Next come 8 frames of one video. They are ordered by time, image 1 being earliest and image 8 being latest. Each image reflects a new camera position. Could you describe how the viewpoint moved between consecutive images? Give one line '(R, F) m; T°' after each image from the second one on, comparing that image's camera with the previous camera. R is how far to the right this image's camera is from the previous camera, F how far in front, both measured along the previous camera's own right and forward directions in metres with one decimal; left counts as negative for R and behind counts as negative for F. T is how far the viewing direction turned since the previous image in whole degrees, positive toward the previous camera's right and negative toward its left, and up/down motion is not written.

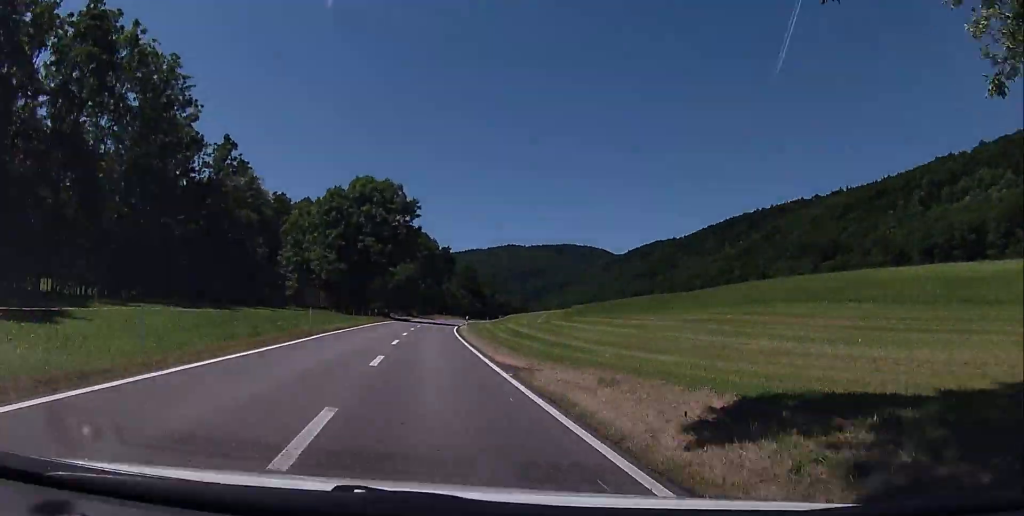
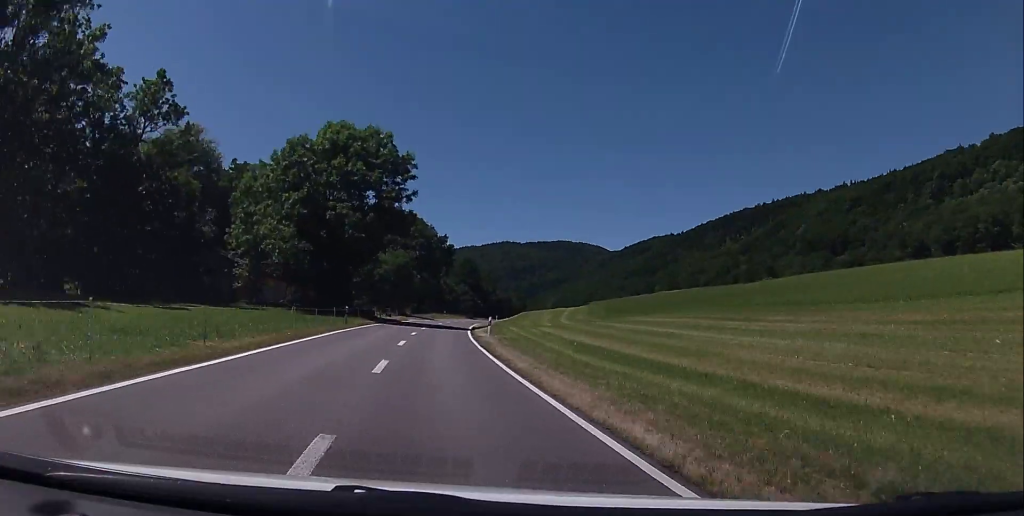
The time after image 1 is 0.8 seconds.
(0.0, +20.1) m; +1°
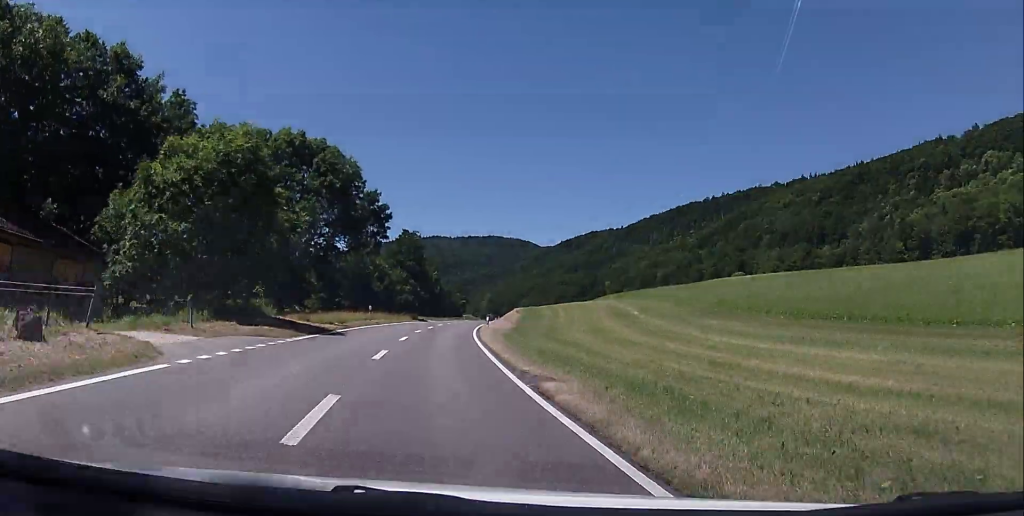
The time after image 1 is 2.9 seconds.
(+1.8, +53.4) m; +6°
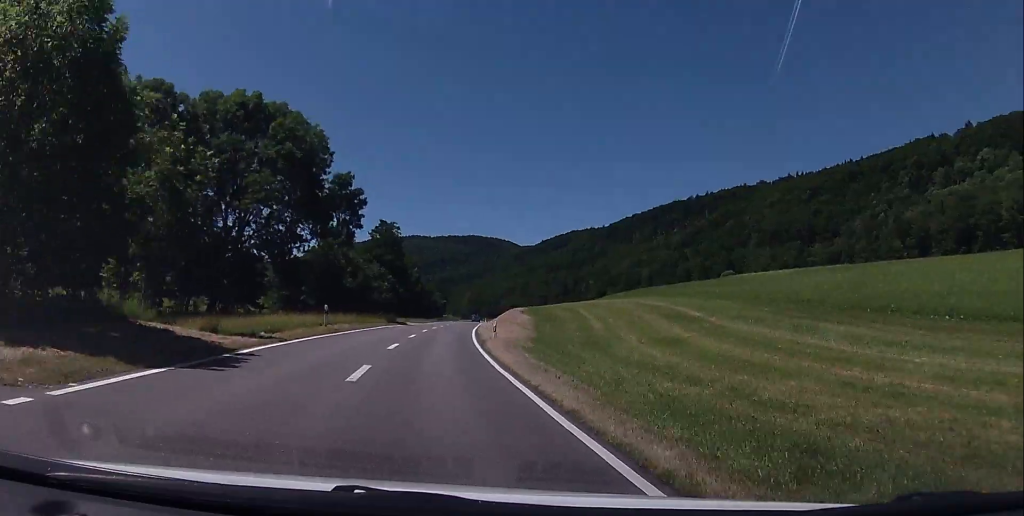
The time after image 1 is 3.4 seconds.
(+0.5, +13.1) m; +2°
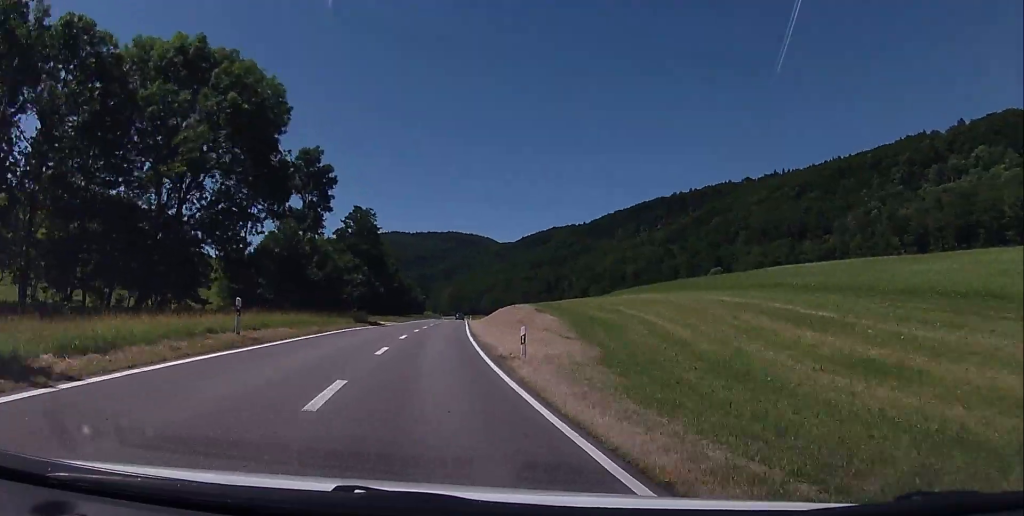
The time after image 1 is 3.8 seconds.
(+0.2, +12.2) m; +2°
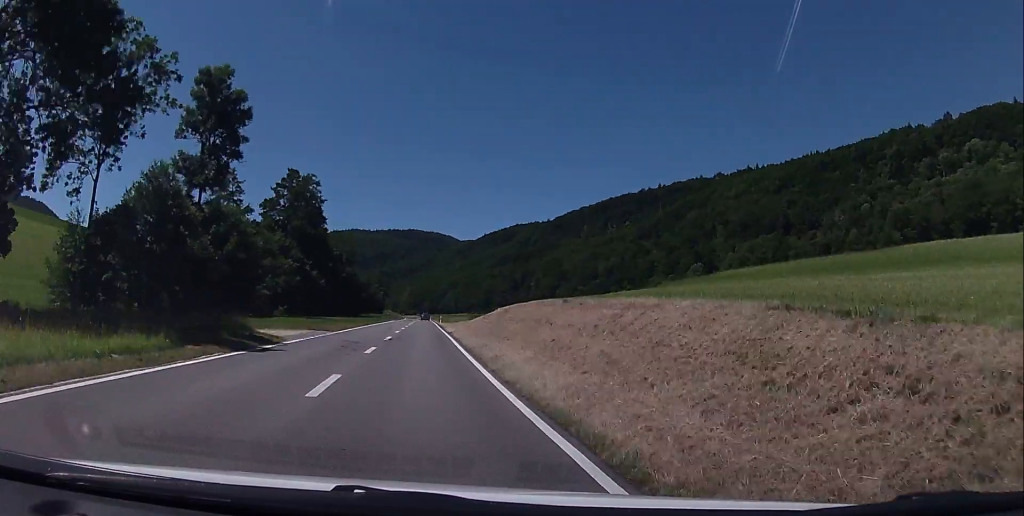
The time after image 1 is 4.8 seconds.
(+0.6, +26.2) m; +3°
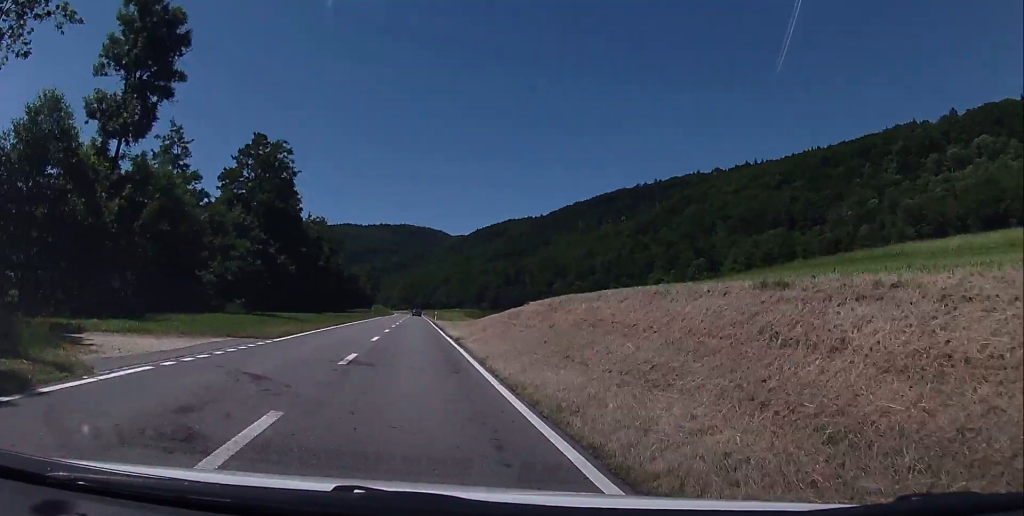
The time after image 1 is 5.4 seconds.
(+0.3, +14.0) m; +2°
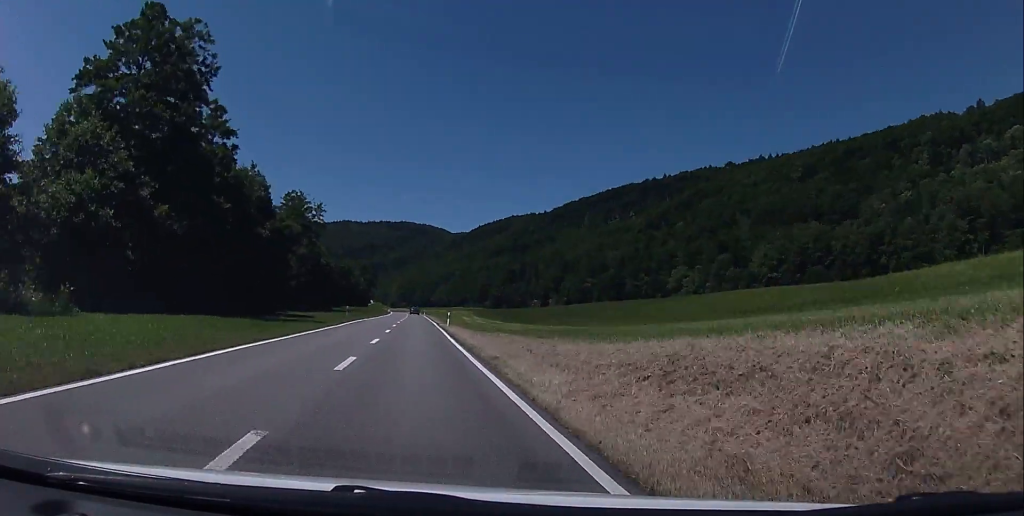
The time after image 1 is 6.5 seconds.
(+0.7, +28.9) m; +1°
